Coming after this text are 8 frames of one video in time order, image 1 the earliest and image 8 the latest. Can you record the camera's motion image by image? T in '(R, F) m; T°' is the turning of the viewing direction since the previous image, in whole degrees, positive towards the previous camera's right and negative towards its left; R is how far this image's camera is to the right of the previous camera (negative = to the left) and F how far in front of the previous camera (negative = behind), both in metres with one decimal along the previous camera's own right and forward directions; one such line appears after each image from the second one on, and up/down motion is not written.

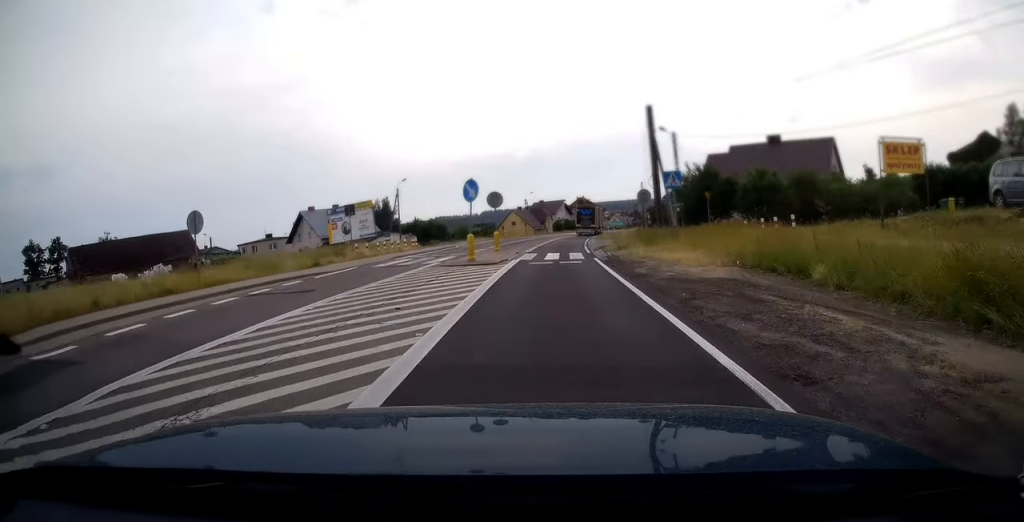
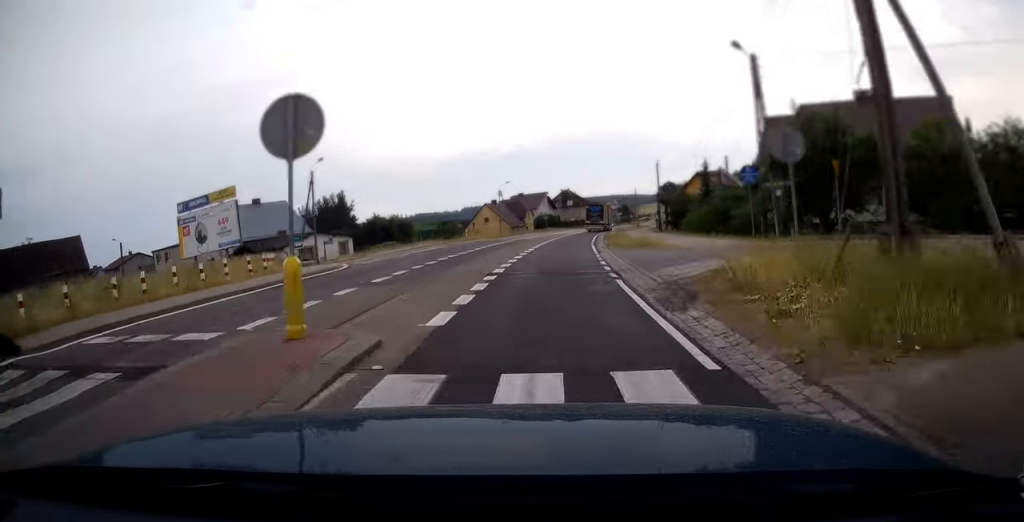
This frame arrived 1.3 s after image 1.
(+0.4, +22.8) m; +2°
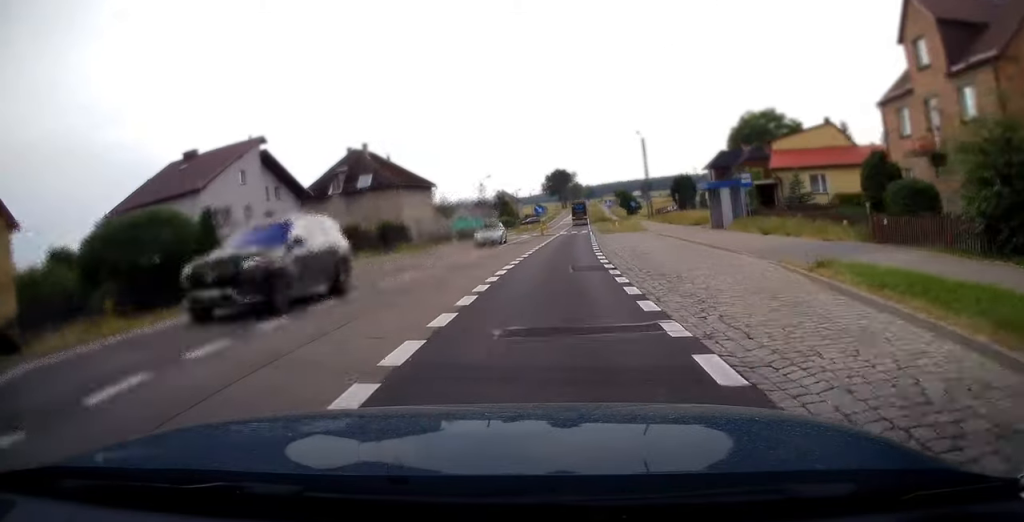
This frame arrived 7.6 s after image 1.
(+11.0, +104.8) m; +12°
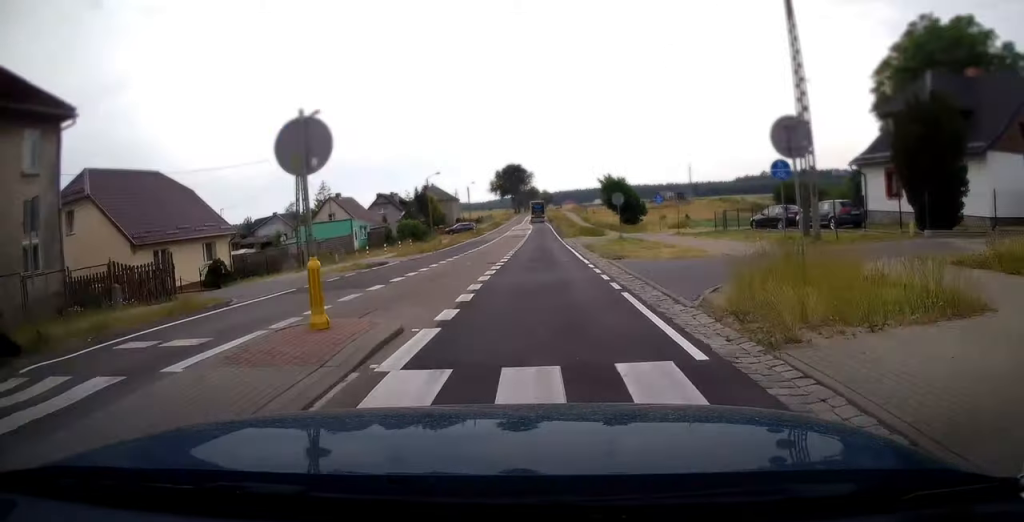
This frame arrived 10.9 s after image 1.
(+2.6, +57.2) m; +4°
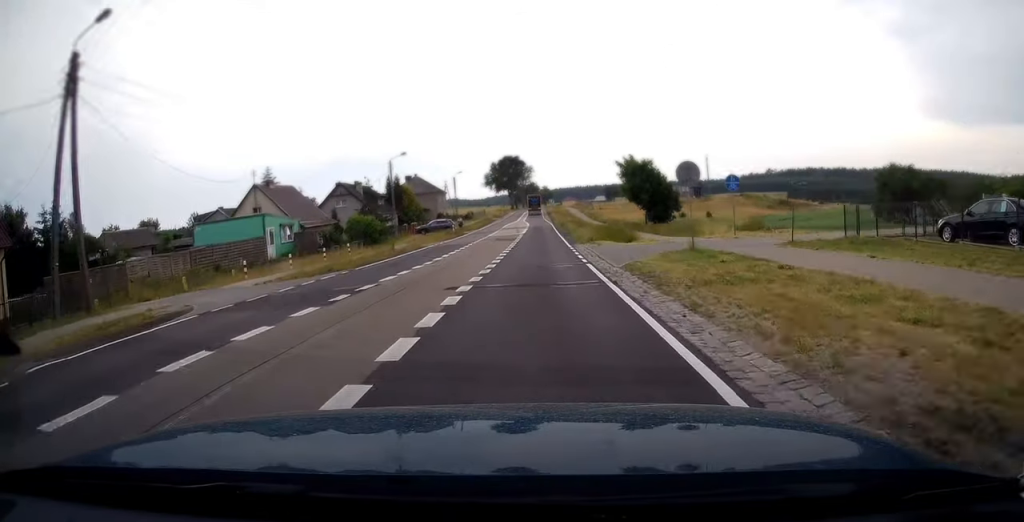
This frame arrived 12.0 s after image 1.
(+0.2, +19.0) m; 0°
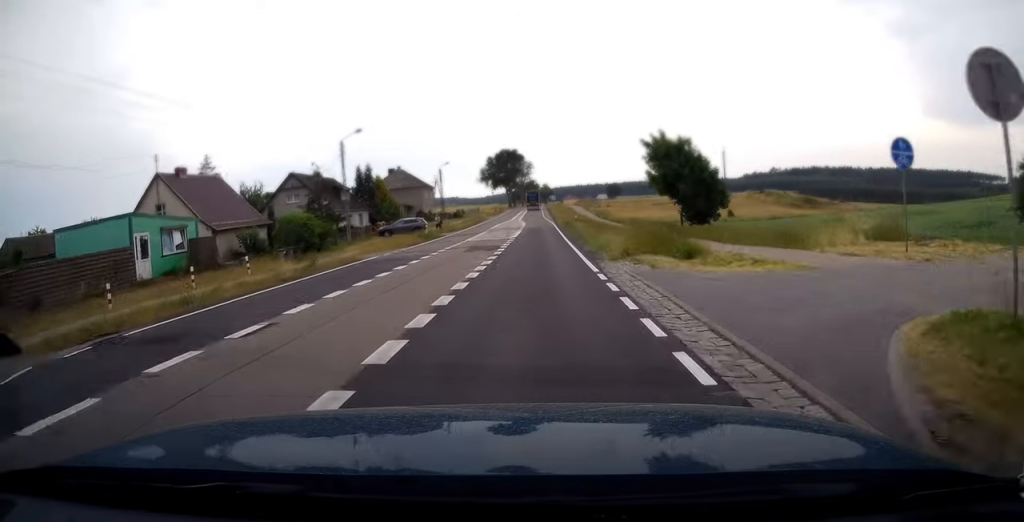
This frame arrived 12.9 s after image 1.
(0.0, +14.4) m; 0°
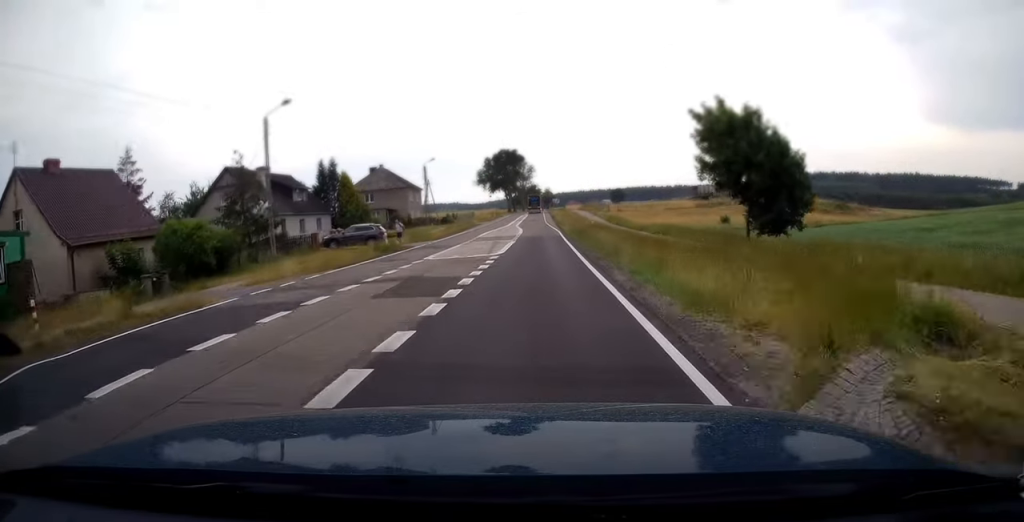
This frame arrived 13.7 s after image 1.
(0.0, +13.2) m; 0°
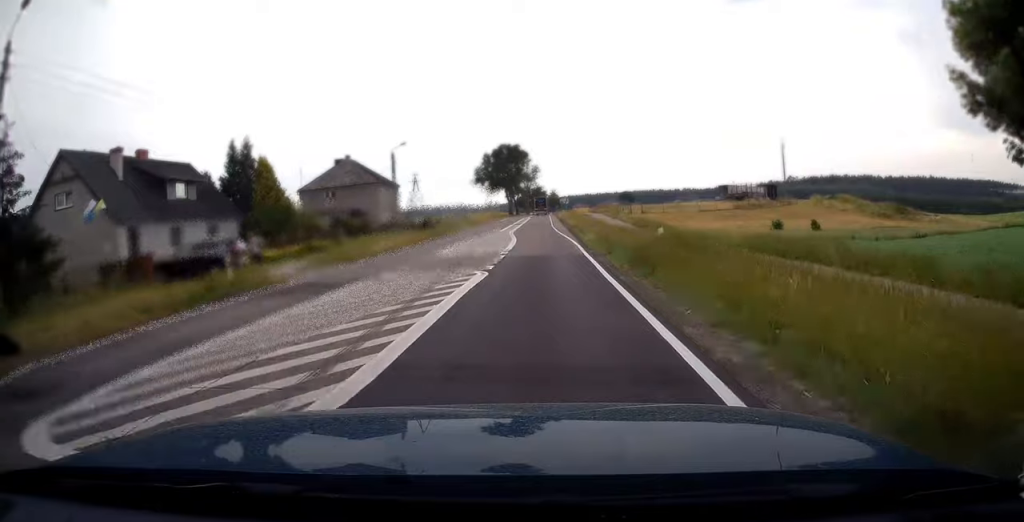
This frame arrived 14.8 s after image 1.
(0.0, +18.8) m; 0°
